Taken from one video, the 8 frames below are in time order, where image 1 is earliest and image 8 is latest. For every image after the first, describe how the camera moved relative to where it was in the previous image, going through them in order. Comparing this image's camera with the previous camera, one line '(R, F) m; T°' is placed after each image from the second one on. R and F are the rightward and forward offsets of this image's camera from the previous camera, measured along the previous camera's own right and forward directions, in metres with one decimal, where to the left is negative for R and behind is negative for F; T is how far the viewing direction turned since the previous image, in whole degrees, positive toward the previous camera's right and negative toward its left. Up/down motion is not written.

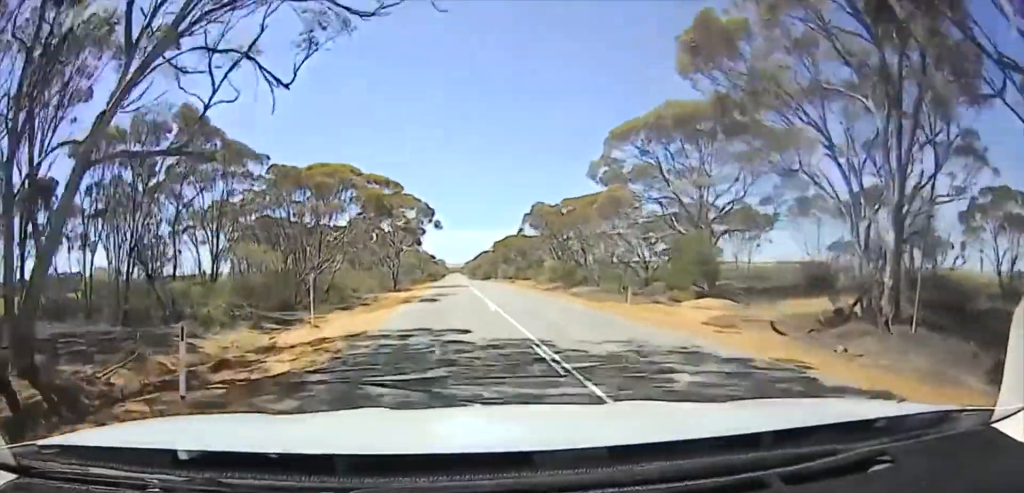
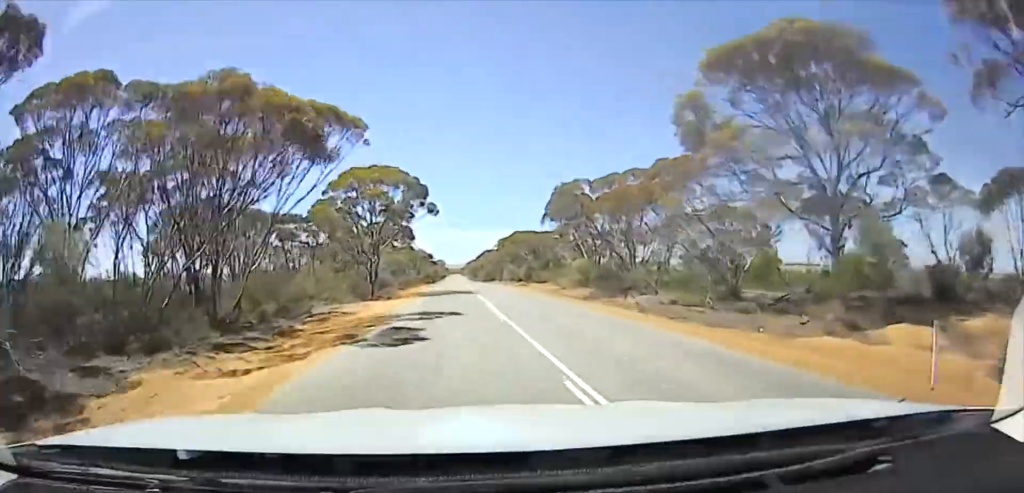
(-0.1, +15.6) m; 0°
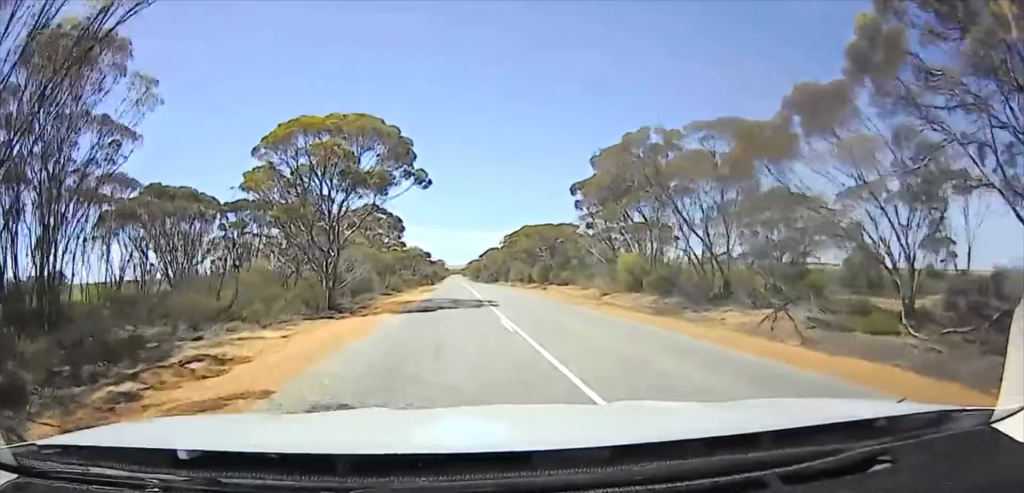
(0.0, +16.8) m; 0°
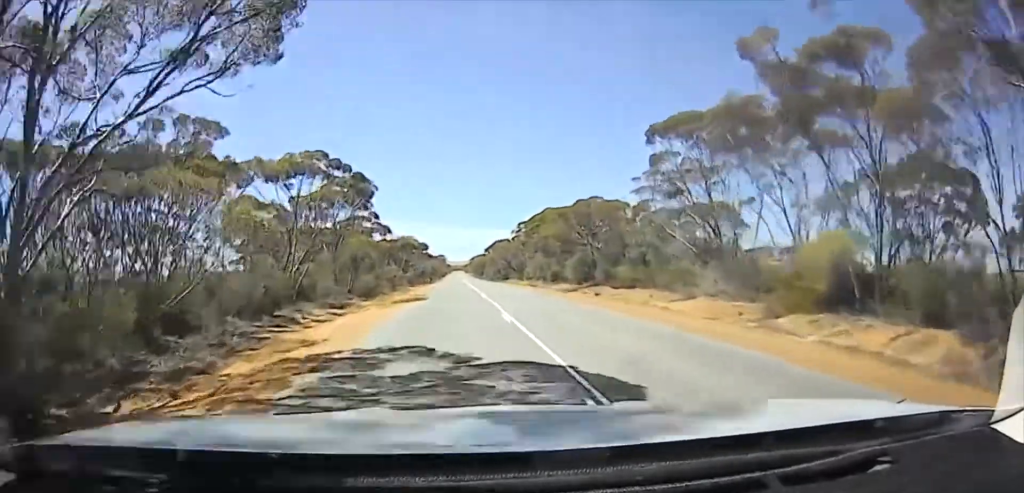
(0.0, +24.9) m; 0°
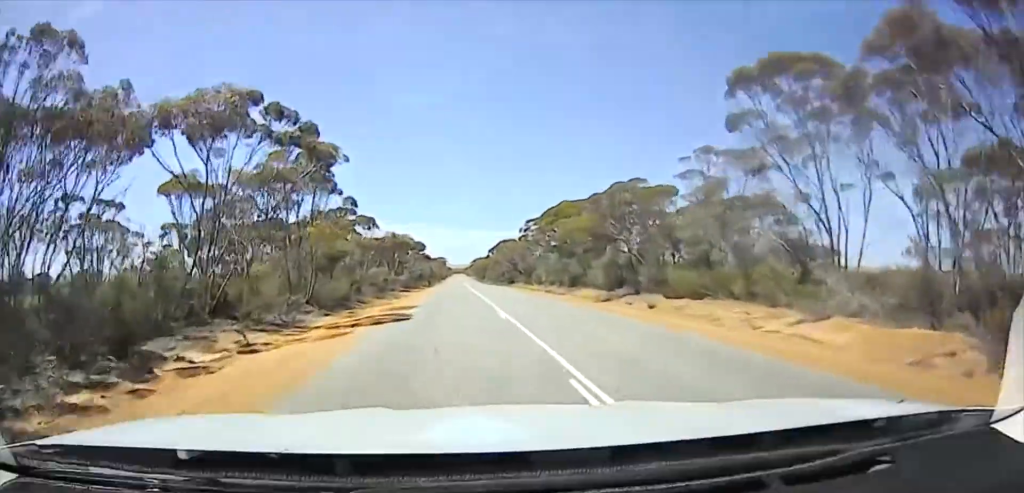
(0.0, +12.6) m; 0°
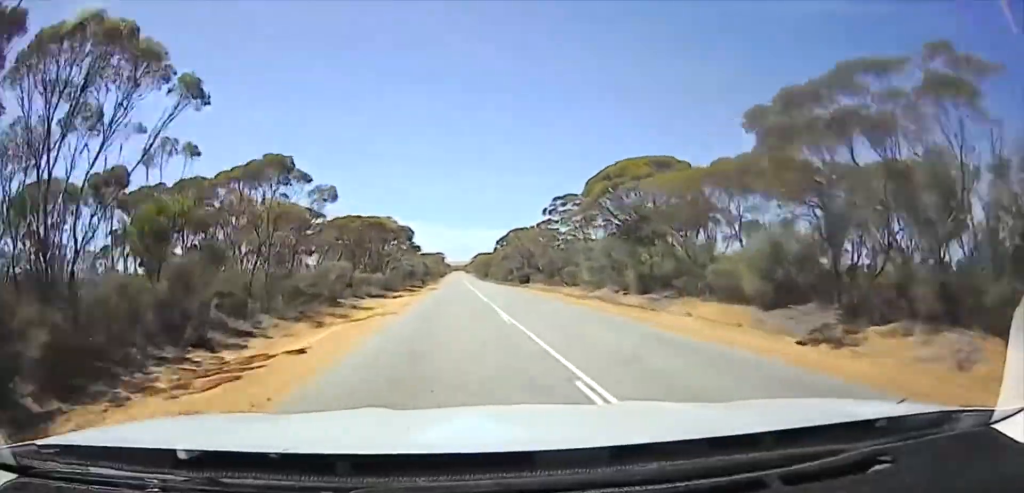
(-0.2, +28.3) m; 0°
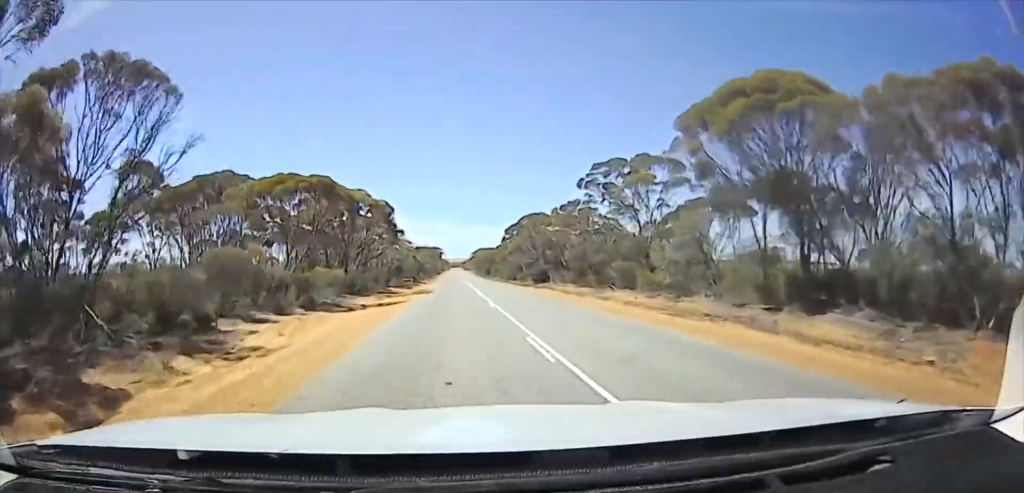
(0.0, +25.3) m; 0°
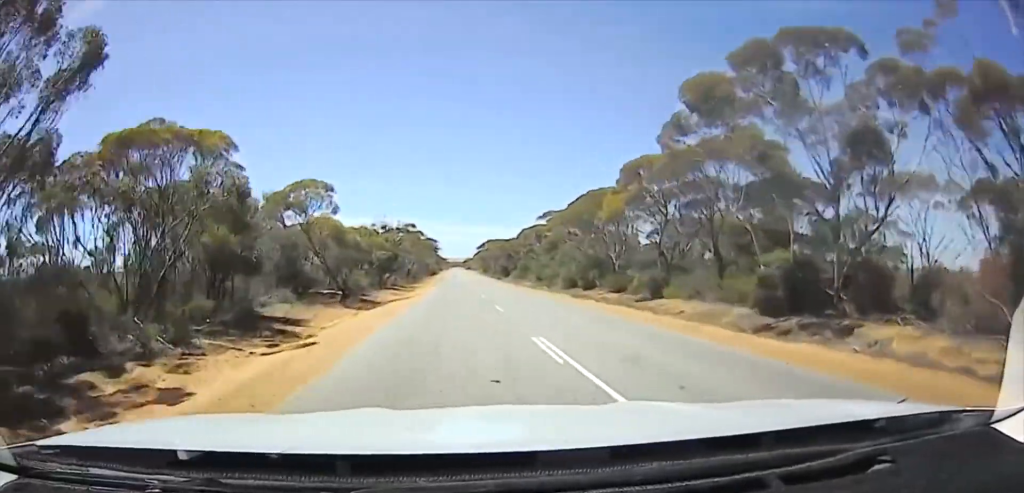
(+0.9, +72.1) m; +1°
